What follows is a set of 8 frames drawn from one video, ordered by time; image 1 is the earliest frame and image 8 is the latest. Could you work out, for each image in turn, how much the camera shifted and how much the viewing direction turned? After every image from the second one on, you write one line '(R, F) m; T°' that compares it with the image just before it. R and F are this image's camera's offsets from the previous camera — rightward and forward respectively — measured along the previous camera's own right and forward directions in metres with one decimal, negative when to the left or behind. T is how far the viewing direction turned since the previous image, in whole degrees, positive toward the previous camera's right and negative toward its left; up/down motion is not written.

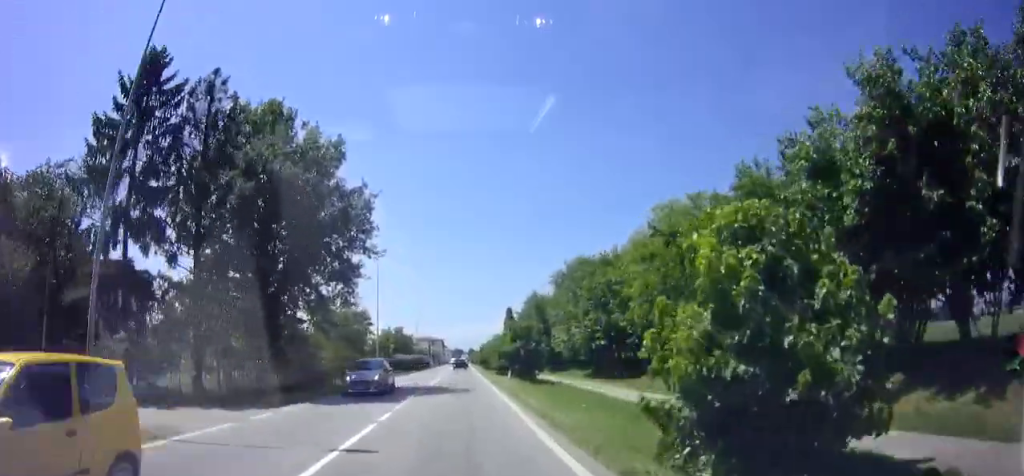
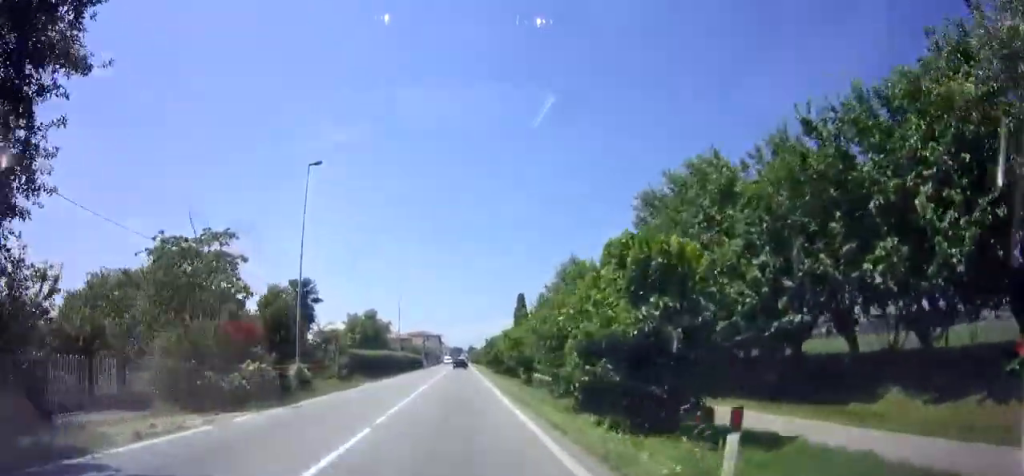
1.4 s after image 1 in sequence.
(+0.1, +22.7) m; -1°
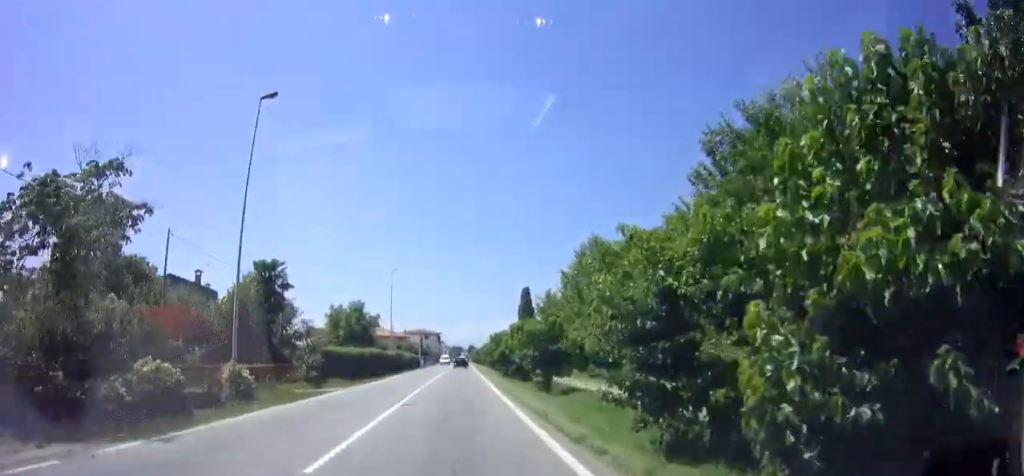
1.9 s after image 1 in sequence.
(-0.1, +7.6) m; -1°
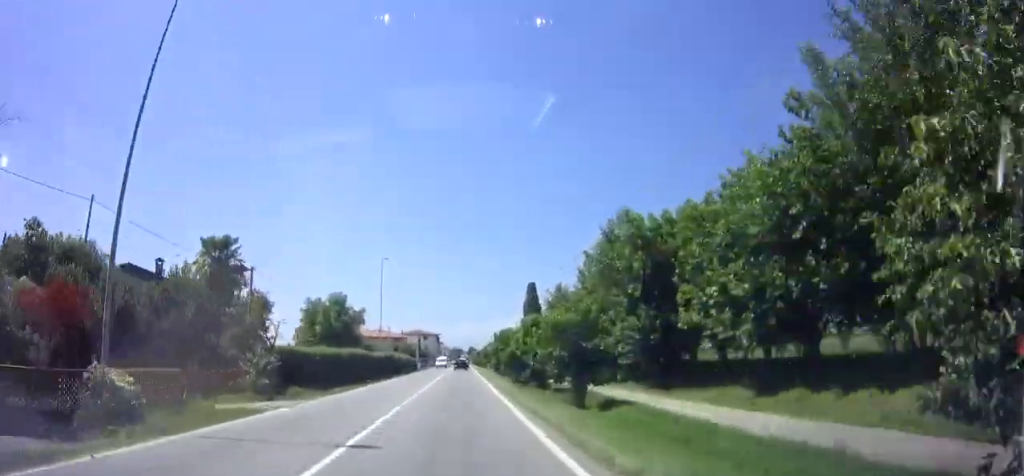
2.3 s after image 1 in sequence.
(0.0, +7.0) m; 0°
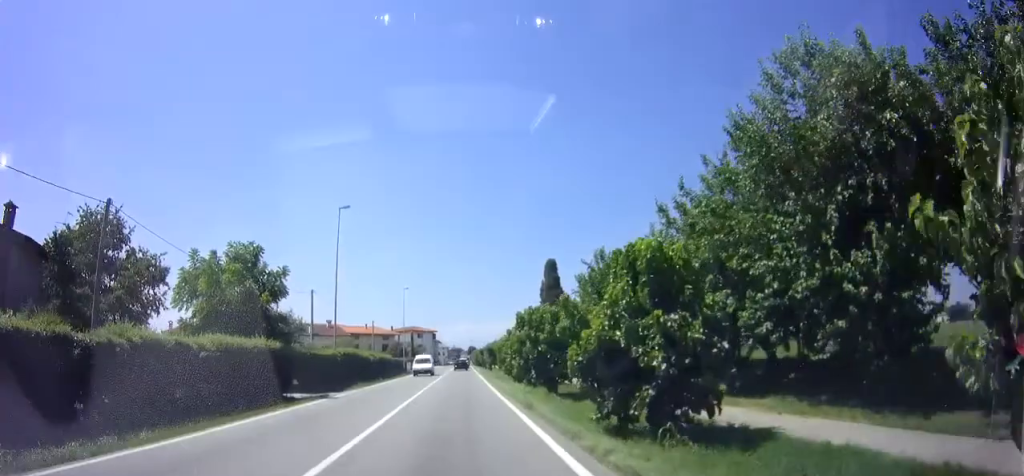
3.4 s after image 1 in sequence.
(0.0, +17.2) m; 0°
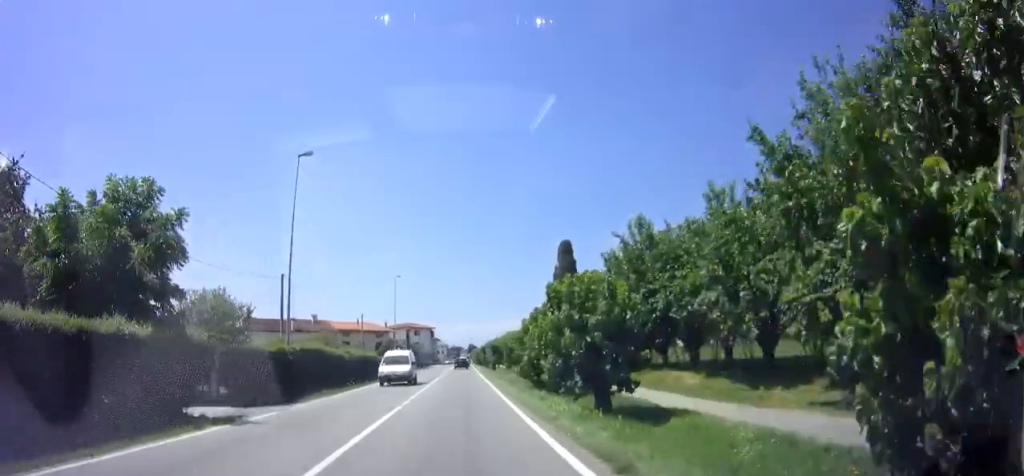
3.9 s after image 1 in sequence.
(0.0, +8.6) m; 0°
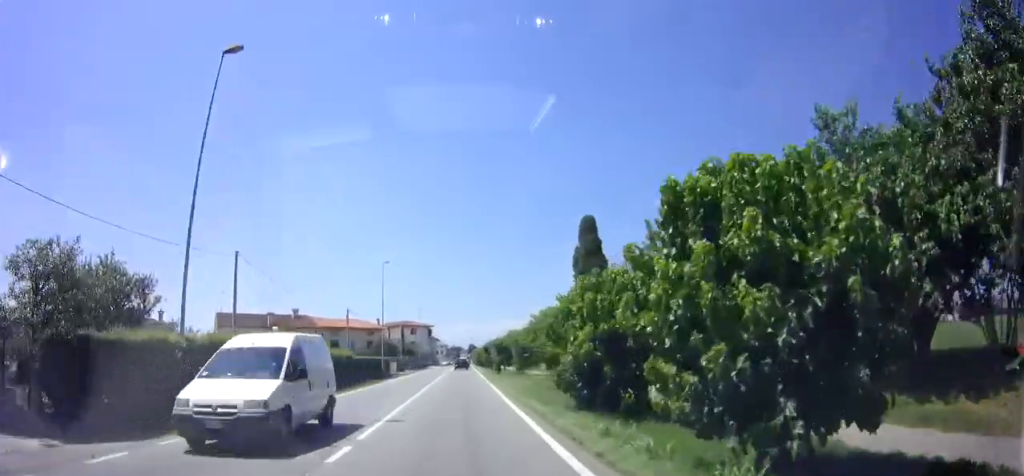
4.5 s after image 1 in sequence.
(0.0, +9.2) m; 0°
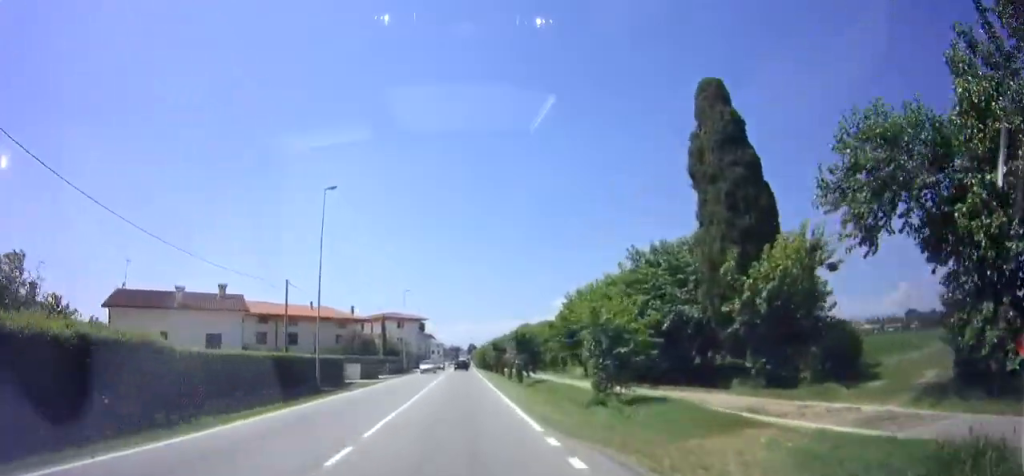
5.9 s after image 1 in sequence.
(0.0, +22.8) m; +1°
